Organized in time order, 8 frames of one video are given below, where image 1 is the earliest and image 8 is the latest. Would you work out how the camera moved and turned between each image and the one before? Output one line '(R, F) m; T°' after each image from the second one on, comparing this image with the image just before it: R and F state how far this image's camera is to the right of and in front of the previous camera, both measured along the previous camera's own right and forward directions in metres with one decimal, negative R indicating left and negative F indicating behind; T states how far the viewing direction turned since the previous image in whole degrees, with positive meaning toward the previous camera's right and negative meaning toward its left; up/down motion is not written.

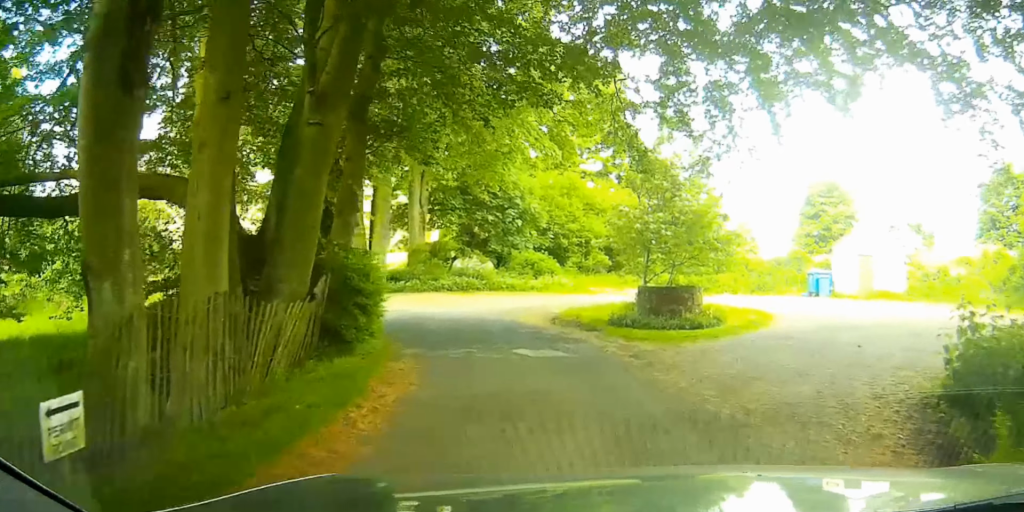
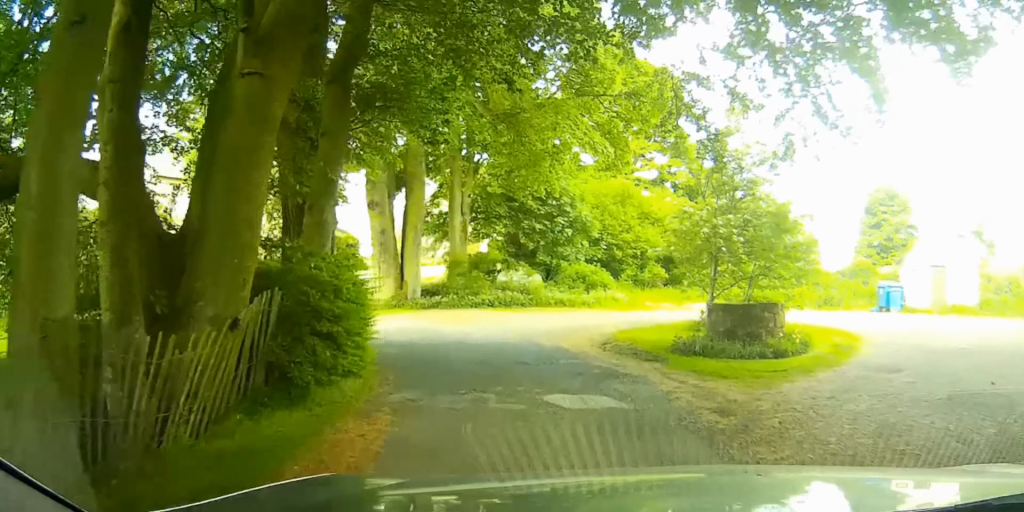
(0.0, +2.5) m; -5°
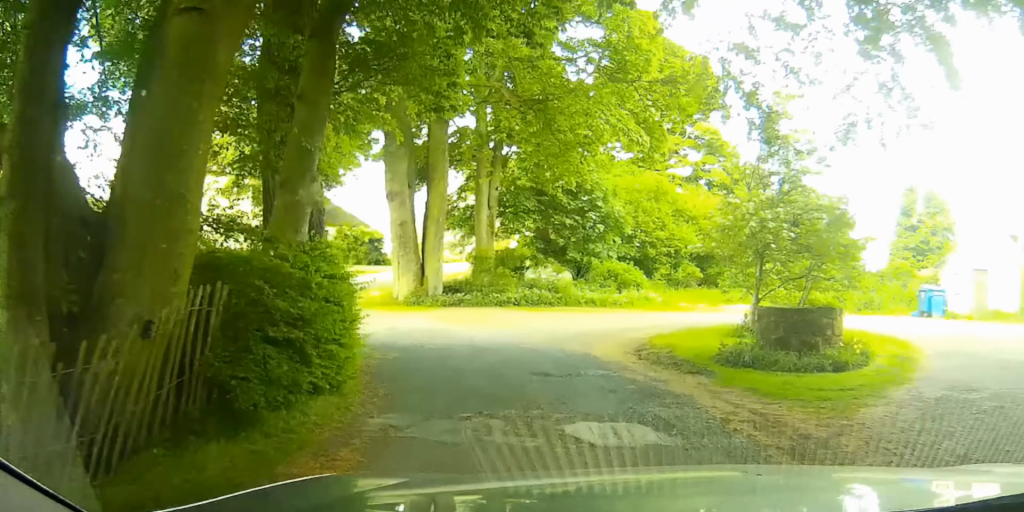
(-0.1, +1.3) m; -4°
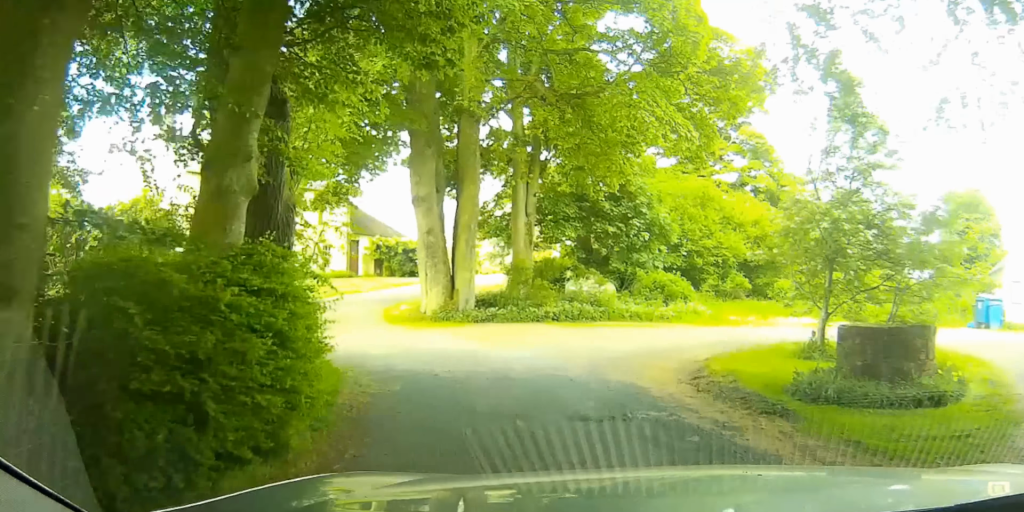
(0.0, +1.8) m; -6°
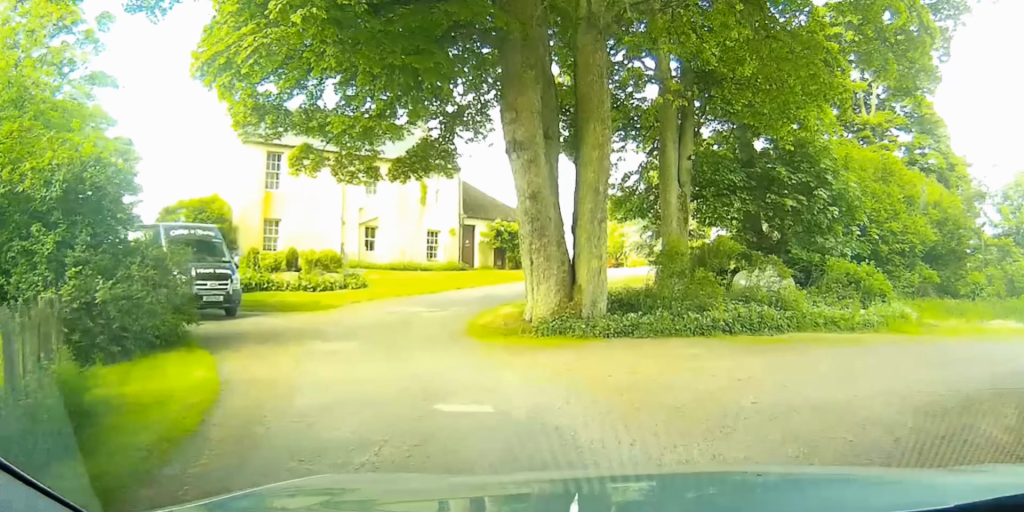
(-1.7, +7.1) m; -17°
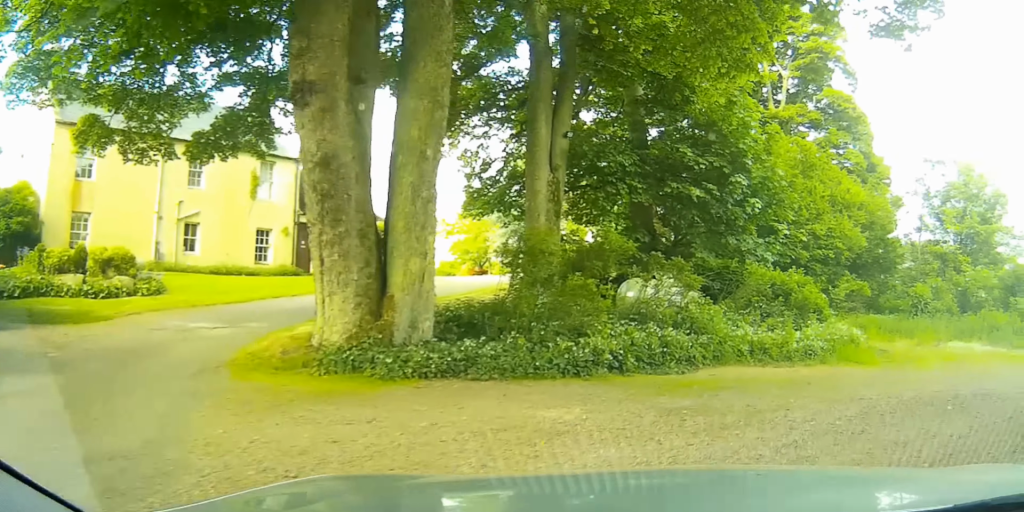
(+0.1, +5.3) m; +10°
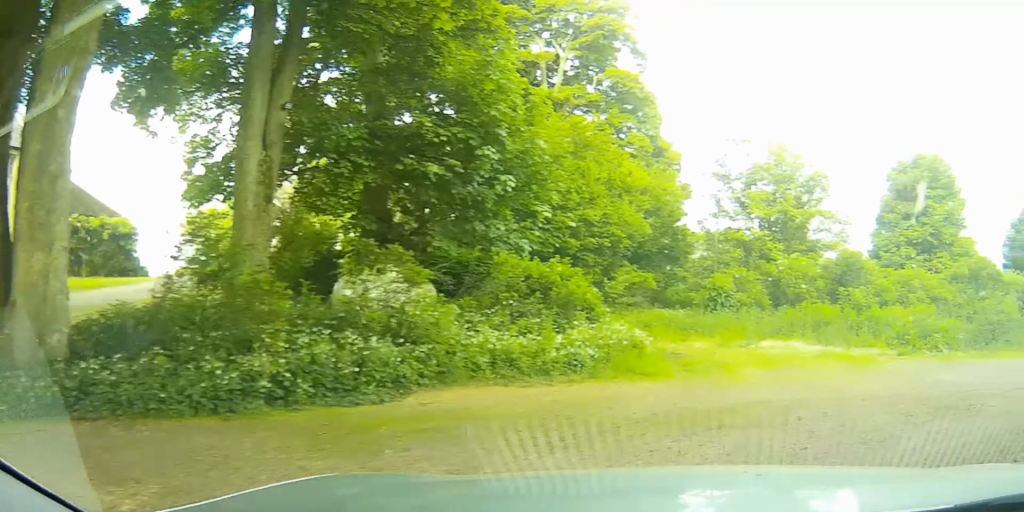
(+0.6, +3.0) m; +15°
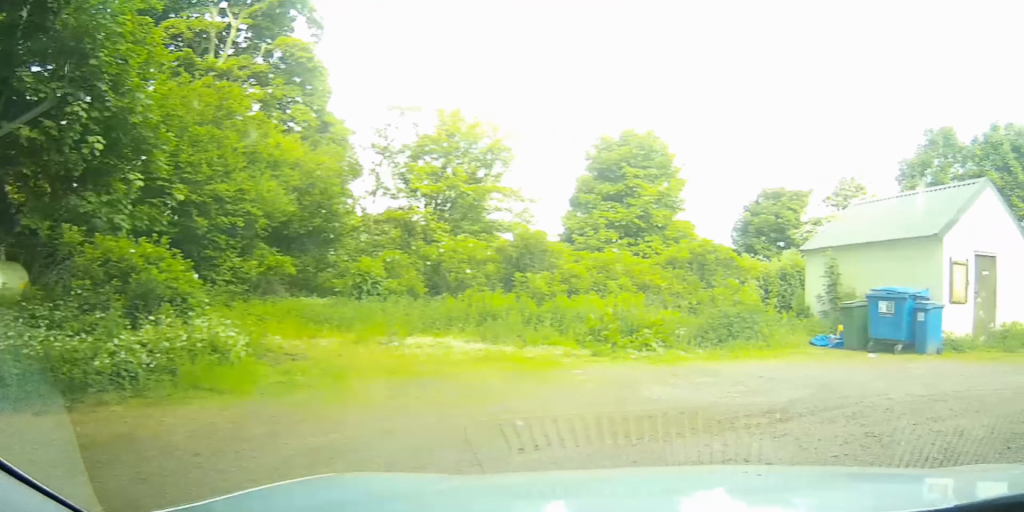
(+0.2, +2.8) m; +7°
